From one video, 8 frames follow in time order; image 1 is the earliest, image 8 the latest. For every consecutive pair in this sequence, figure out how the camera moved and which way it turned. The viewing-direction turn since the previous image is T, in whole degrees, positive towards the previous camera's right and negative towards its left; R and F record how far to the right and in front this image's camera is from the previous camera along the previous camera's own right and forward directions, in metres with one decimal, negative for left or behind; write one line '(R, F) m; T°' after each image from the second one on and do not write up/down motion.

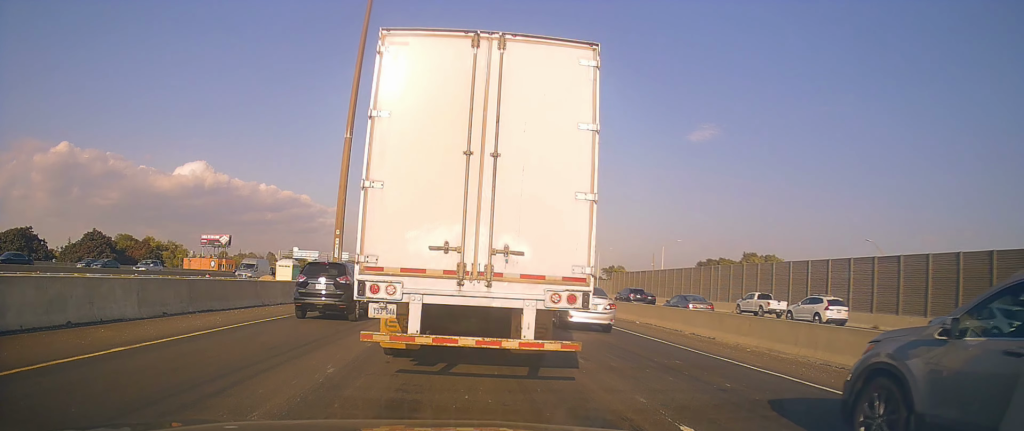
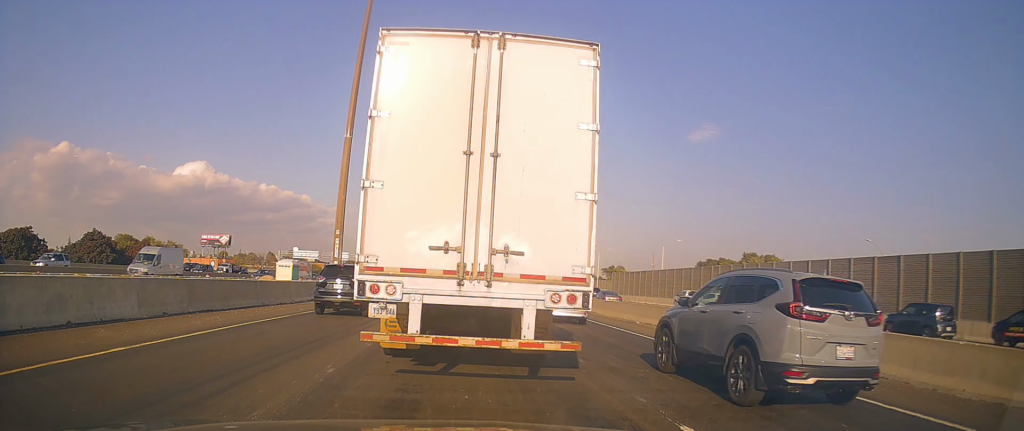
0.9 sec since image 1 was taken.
(0.0, 0.0) m; 0°
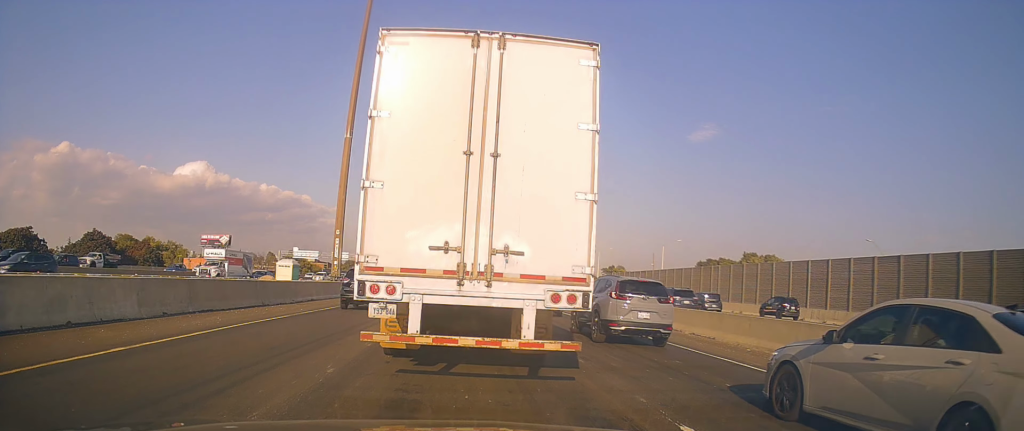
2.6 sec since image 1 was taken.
(0.0, 0.0) m; 0°
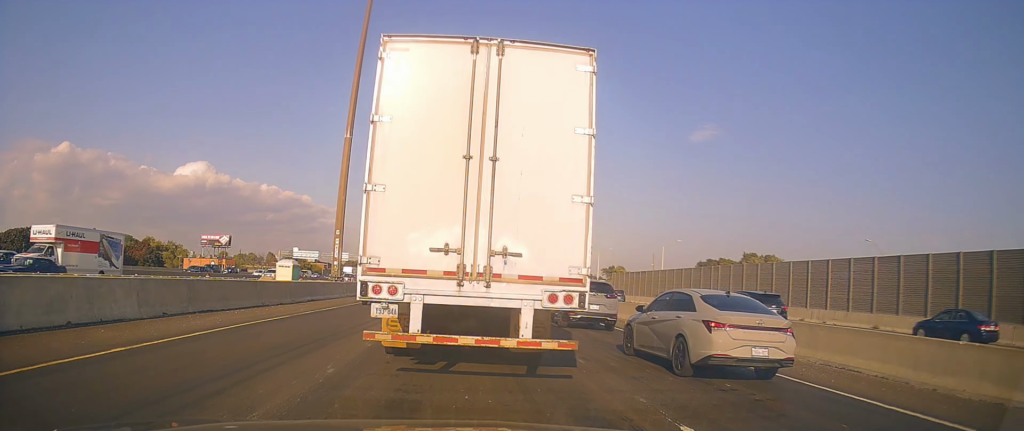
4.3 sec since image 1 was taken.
(0.0, 0.0) m; 0°
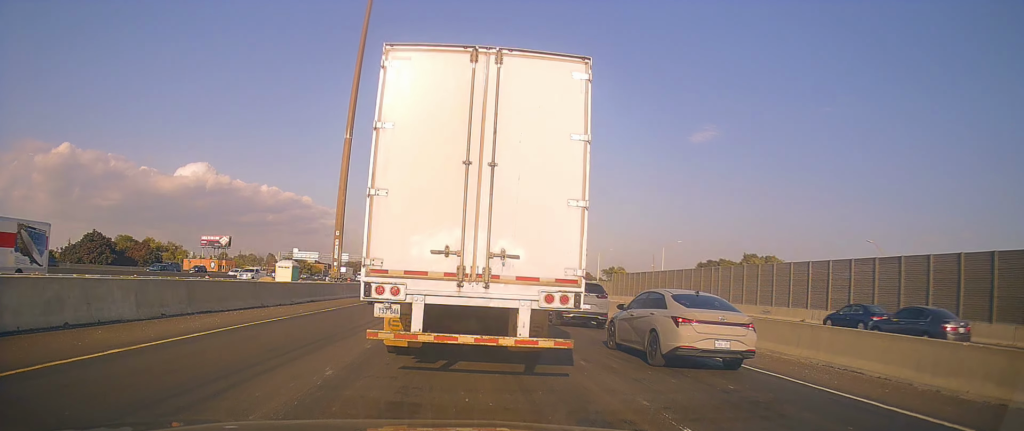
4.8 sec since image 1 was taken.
(0.0, 0.0) m; 0°
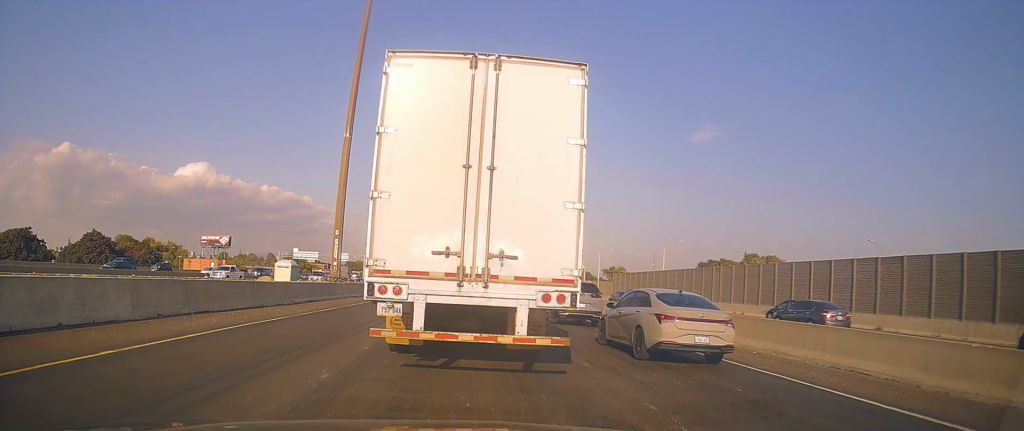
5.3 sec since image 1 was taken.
(0.0, +0.1) m; 0°
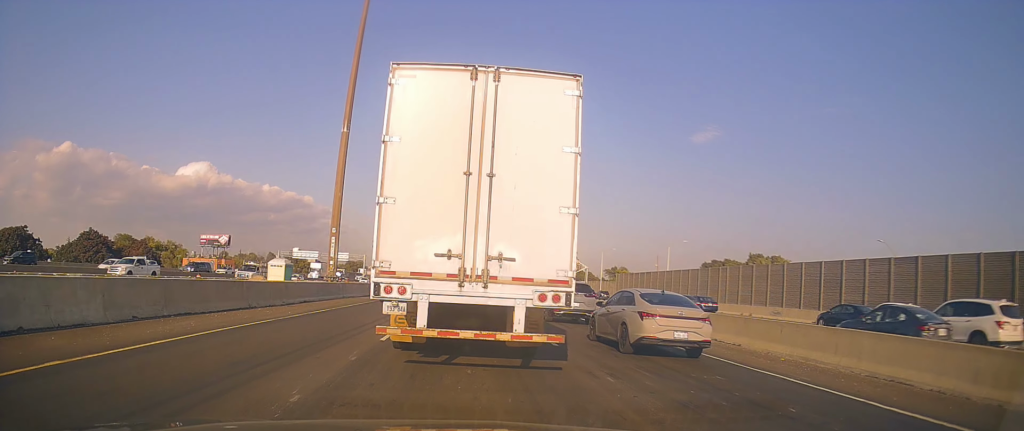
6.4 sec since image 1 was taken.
(+0.2, +0.8) m; 0°
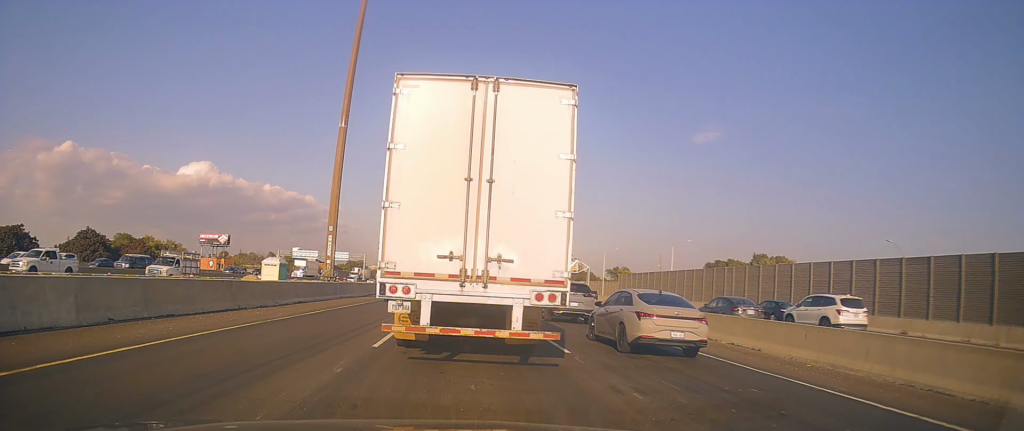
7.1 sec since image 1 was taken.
(+0.1, +0.9) m; -1°
